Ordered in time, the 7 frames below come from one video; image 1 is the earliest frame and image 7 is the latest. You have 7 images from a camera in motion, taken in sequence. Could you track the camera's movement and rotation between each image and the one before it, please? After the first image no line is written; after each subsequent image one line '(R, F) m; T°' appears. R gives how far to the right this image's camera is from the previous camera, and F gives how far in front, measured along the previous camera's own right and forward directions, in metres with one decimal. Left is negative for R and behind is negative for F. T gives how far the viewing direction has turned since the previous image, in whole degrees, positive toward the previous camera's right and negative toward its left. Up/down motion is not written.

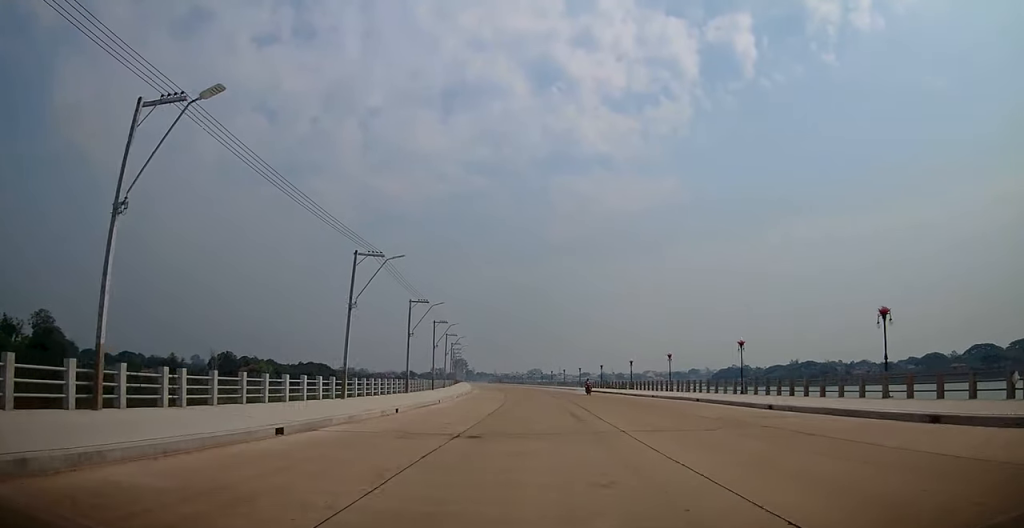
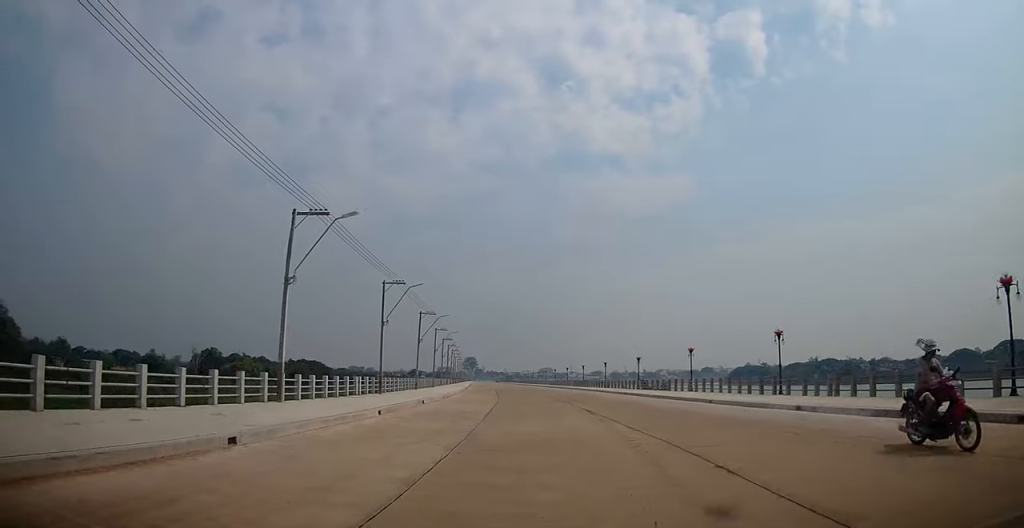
(+0.4, +22.9) m; 0°
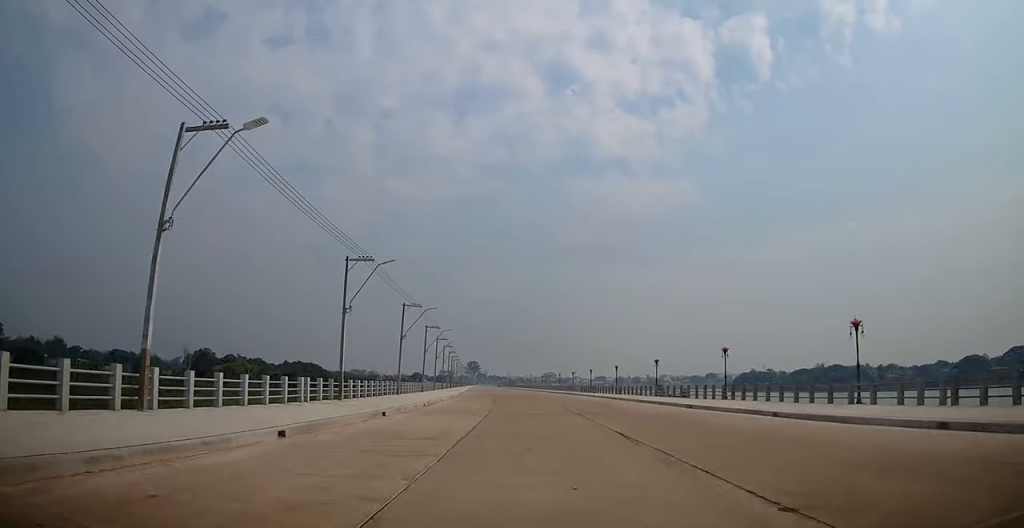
(-0.2, +7.8) m; -1°
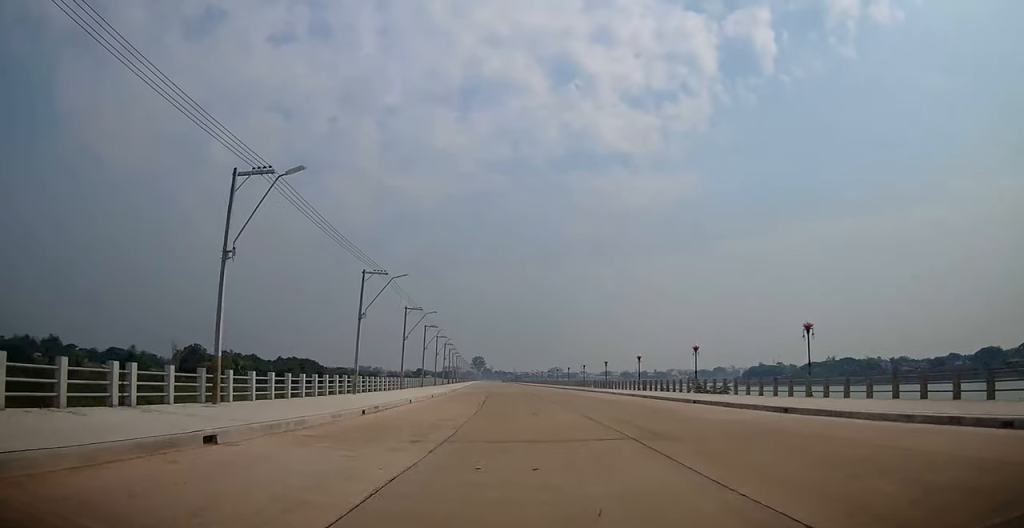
(-0.4, +11.7) m; -2°
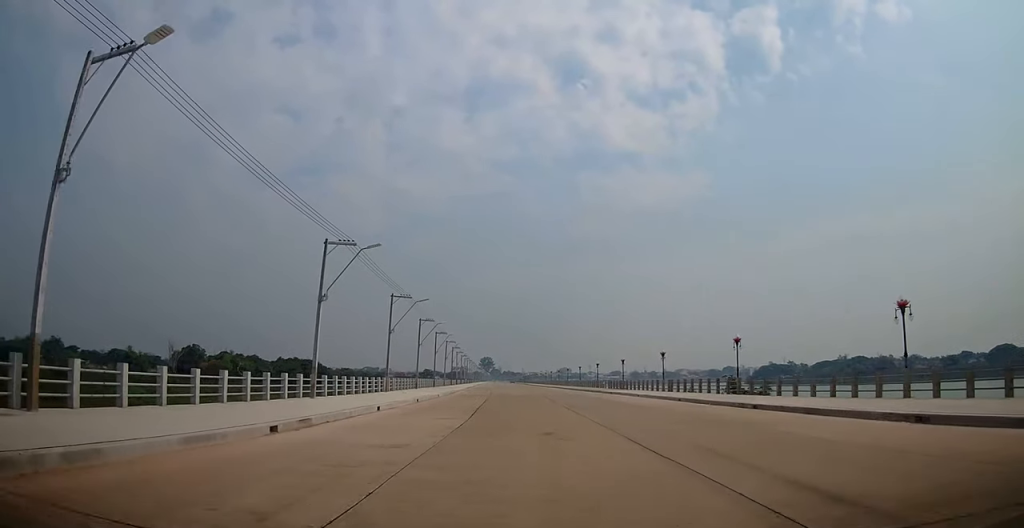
(0.0, +7.4) m; 0°
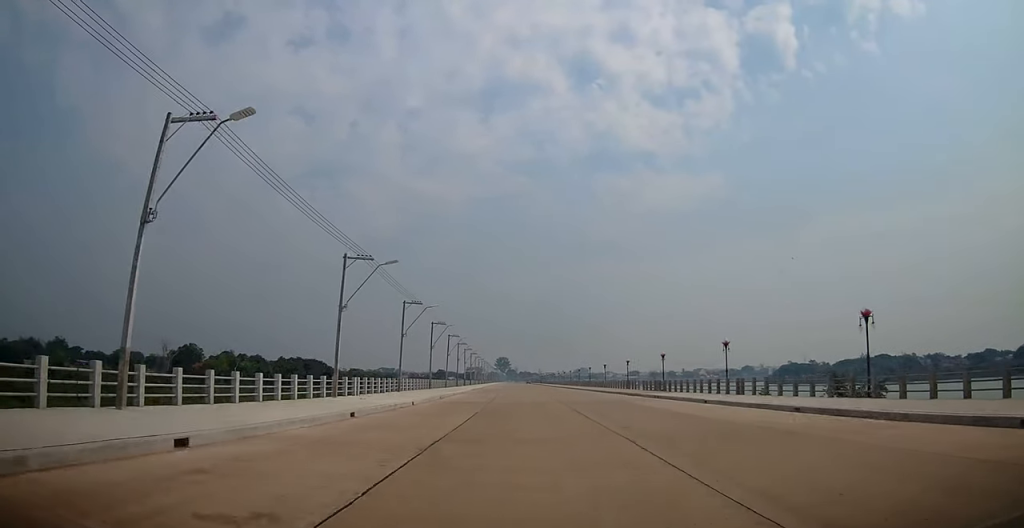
(0.0, +13.4) m; -2°
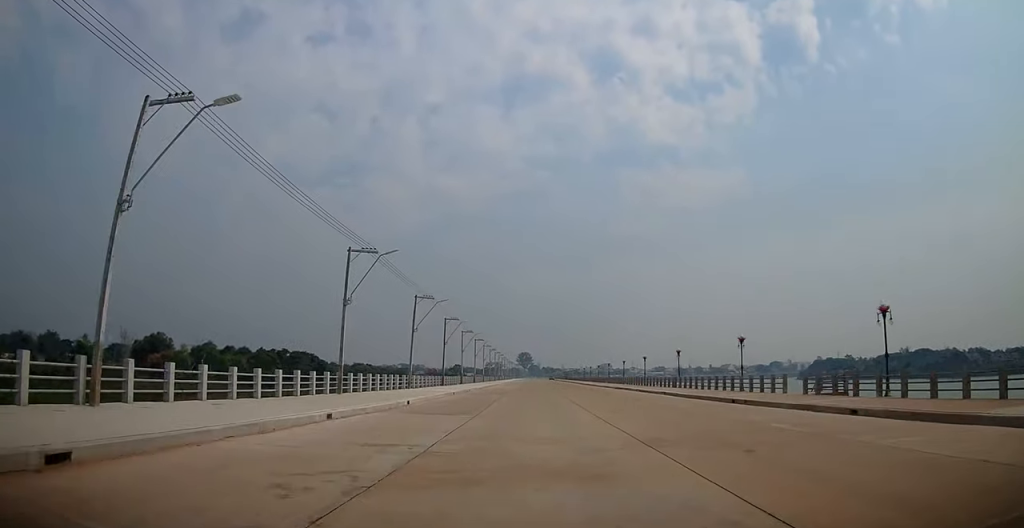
(-1.0, +33.1) m; -2°
